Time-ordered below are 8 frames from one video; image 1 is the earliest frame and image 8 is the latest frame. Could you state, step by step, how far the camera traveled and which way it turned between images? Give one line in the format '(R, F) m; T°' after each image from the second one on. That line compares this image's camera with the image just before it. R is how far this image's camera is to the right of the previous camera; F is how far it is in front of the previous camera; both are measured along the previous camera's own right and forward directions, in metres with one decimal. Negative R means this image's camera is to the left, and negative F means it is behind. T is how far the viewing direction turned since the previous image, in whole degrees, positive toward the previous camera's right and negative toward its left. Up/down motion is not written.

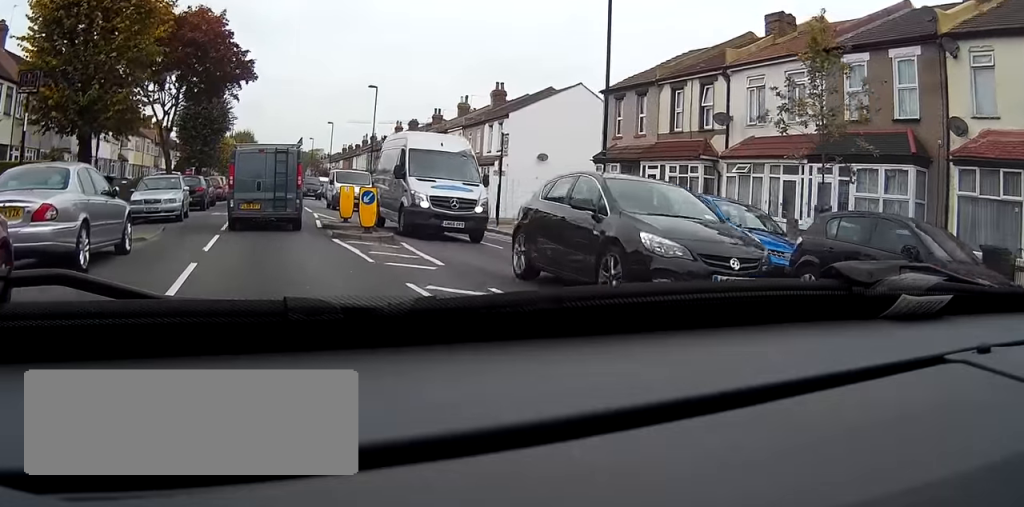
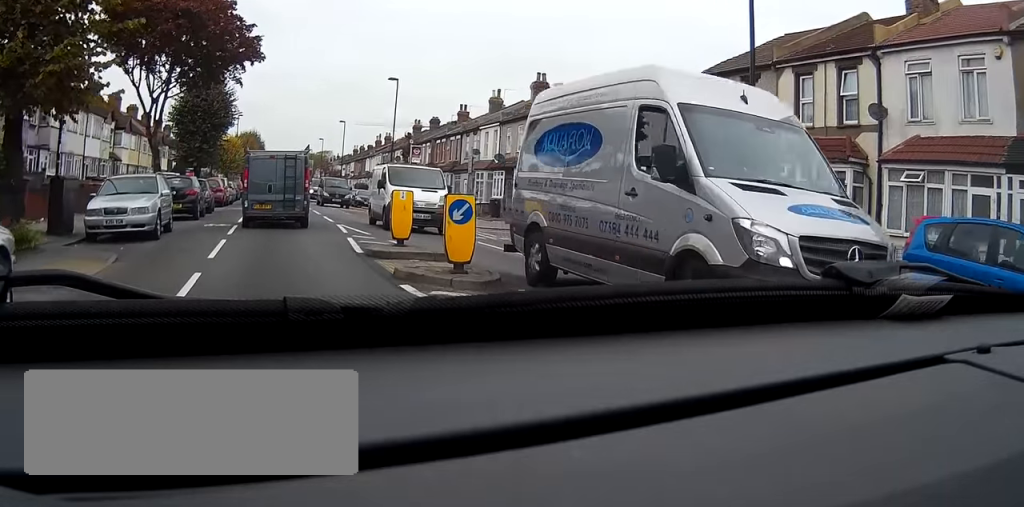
(-0.1, +6.7) m; -1°
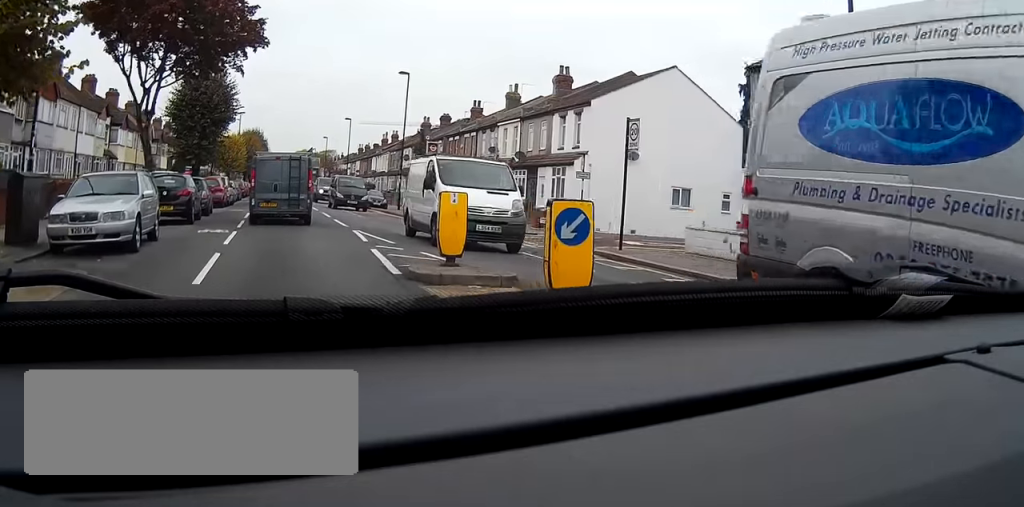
(0.0, +3.0) m; 0°
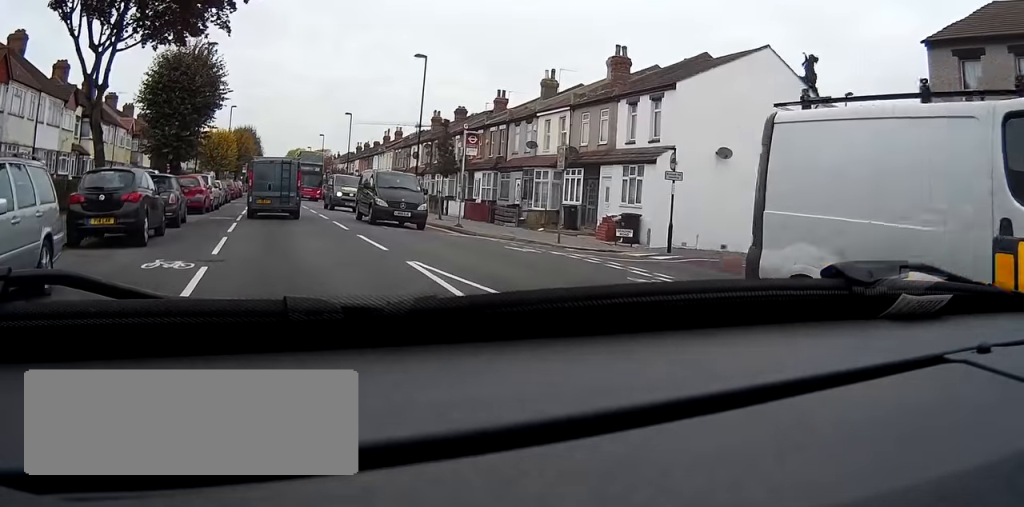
(+0.1, +7.6) m; +2°
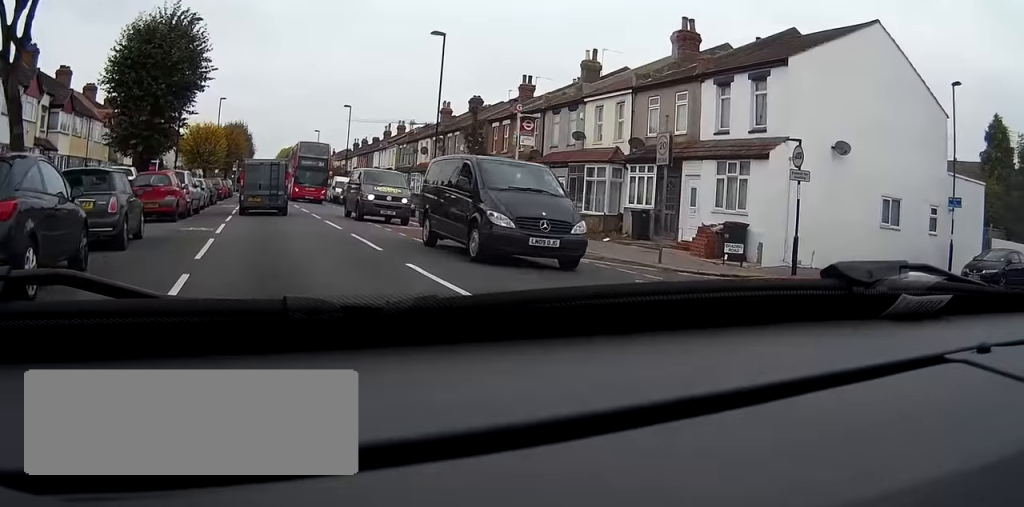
(+0.1, +6.6) m; 0°
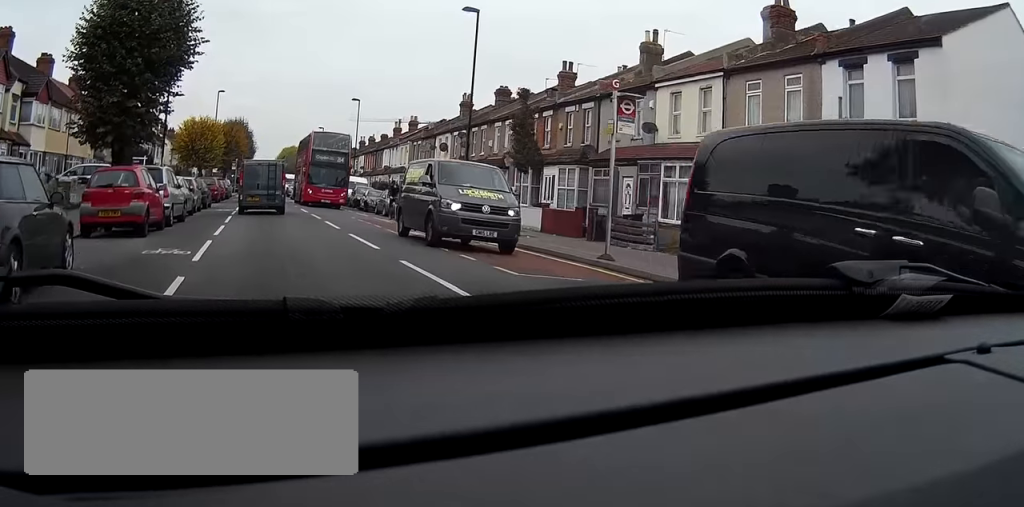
(-0.1, +5.8) m; -1°
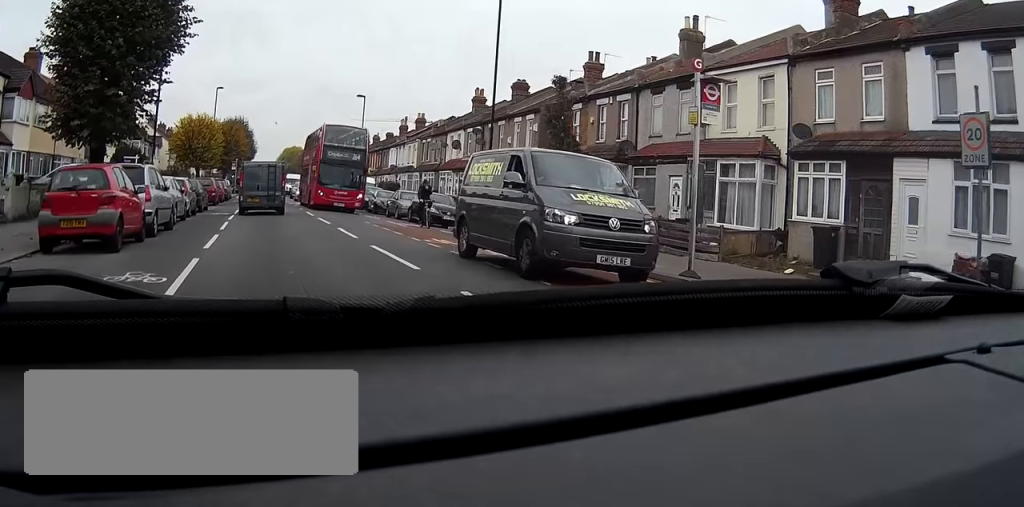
(0.0, +3.2) m; 0°
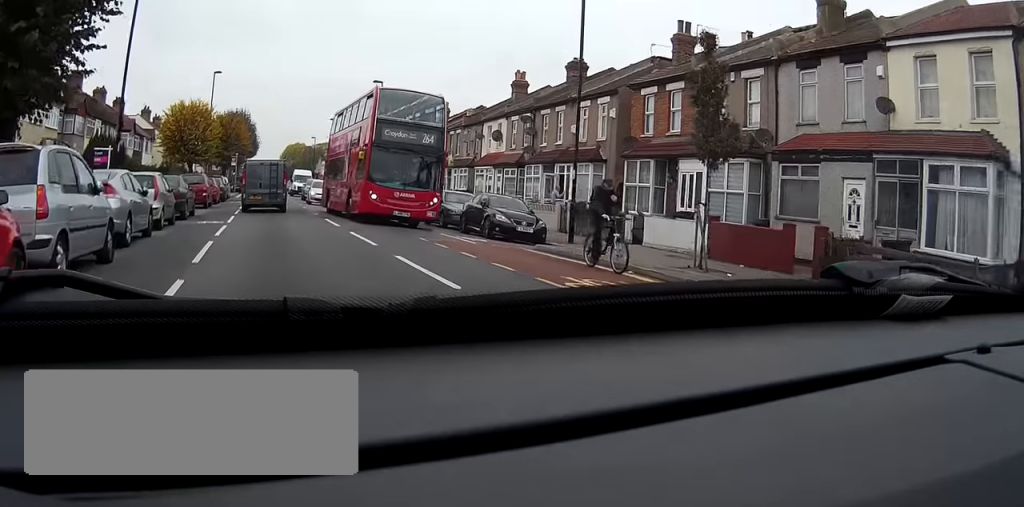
(-0.1, +8.2) m; -1°
